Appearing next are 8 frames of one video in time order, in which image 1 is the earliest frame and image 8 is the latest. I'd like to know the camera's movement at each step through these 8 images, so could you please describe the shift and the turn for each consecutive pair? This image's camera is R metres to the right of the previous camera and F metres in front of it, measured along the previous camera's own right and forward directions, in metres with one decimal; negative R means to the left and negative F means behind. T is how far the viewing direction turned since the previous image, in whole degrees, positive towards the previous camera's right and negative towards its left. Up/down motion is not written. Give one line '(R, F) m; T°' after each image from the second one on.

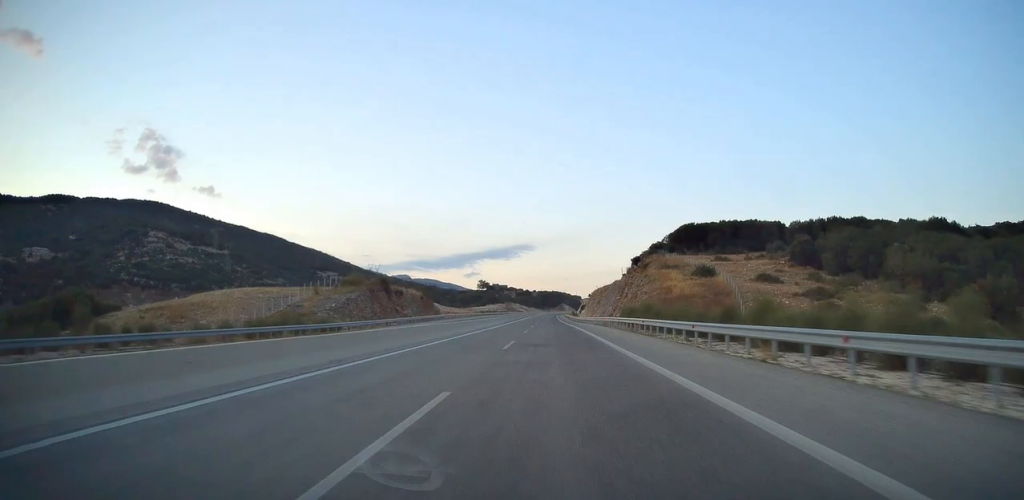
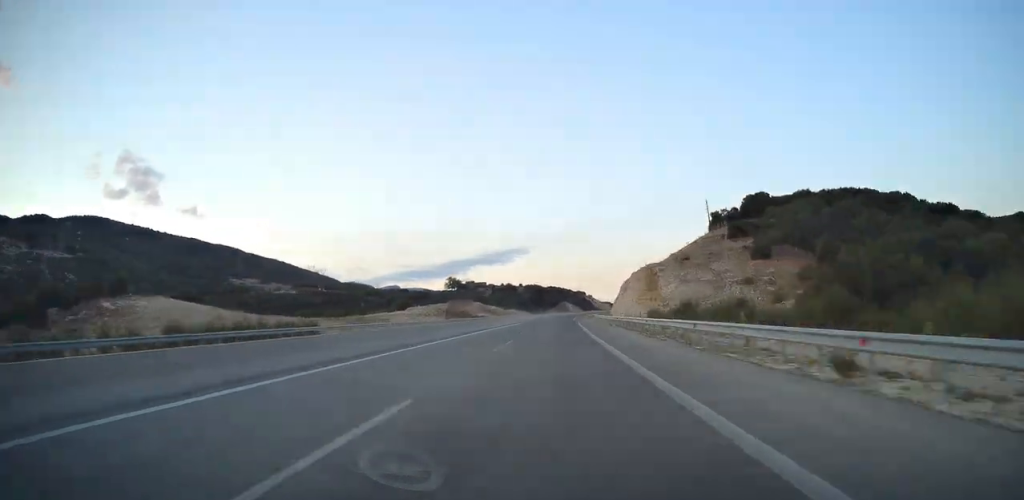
(-0.6, +216.4) m; +2°
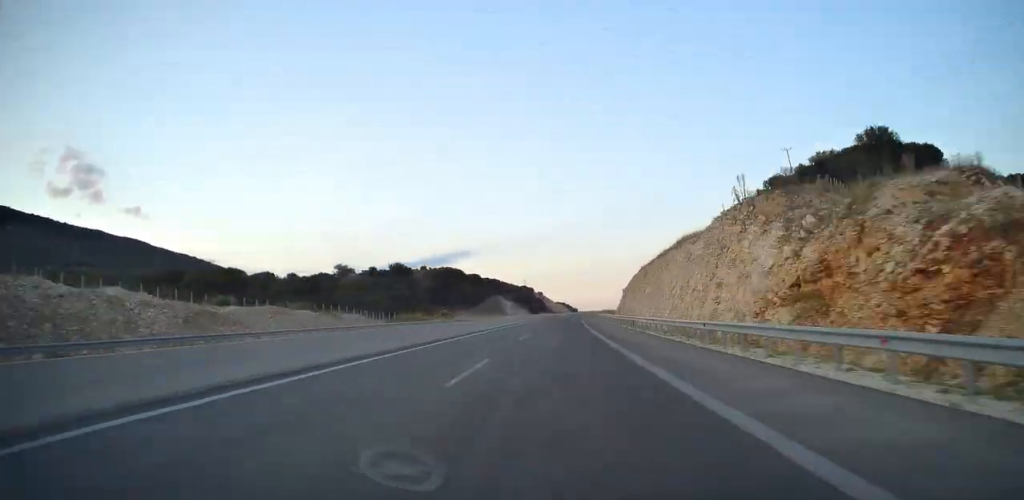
(+5.2, +191.9) m; +4°
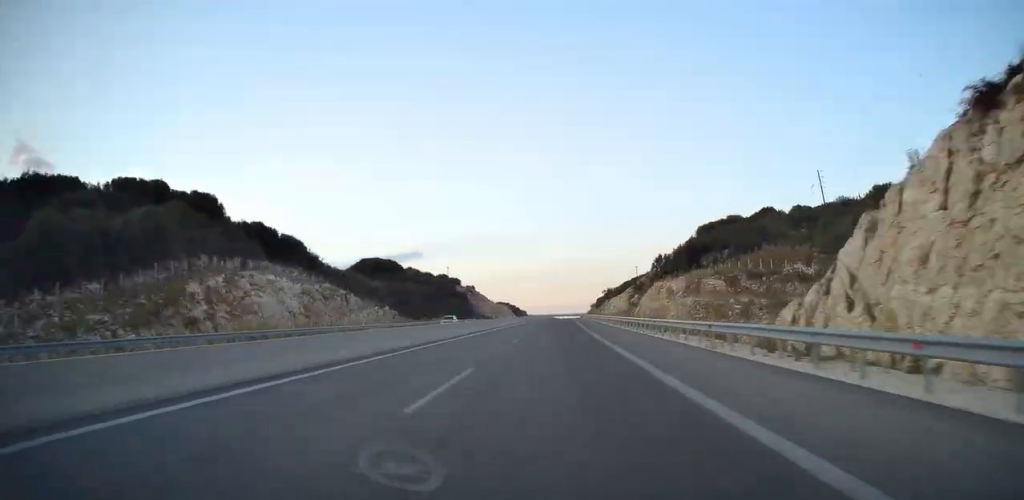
(+5.7, +169.0) m; +3°
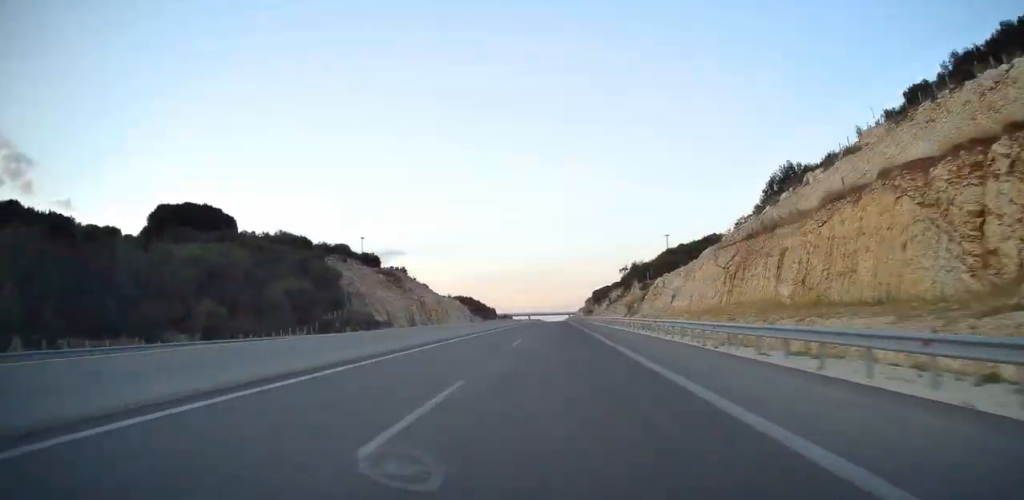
(+3.5, +132.2) m; +1°
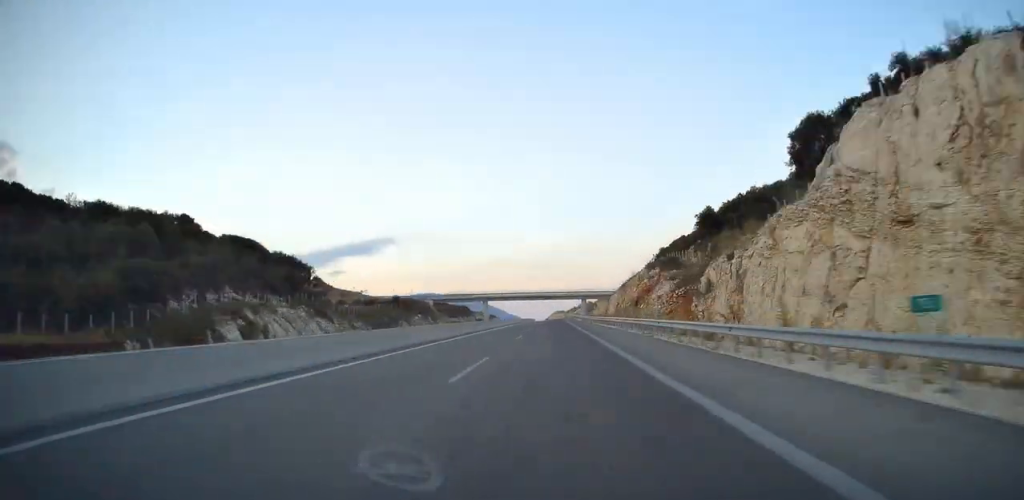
(+3.1, +293.3) m; 0°
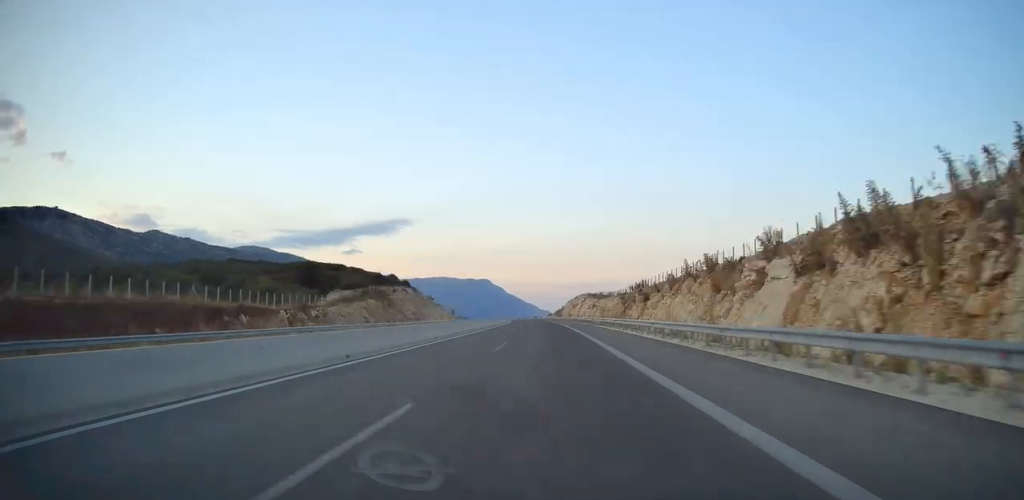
(-3.4, +256.2) m; -4°
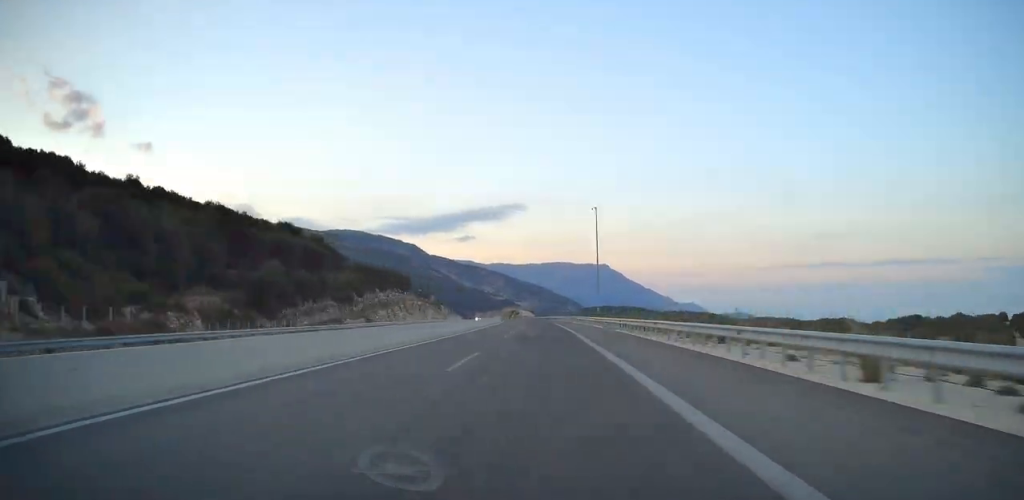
(-34.1, +360.7) m; -11°
